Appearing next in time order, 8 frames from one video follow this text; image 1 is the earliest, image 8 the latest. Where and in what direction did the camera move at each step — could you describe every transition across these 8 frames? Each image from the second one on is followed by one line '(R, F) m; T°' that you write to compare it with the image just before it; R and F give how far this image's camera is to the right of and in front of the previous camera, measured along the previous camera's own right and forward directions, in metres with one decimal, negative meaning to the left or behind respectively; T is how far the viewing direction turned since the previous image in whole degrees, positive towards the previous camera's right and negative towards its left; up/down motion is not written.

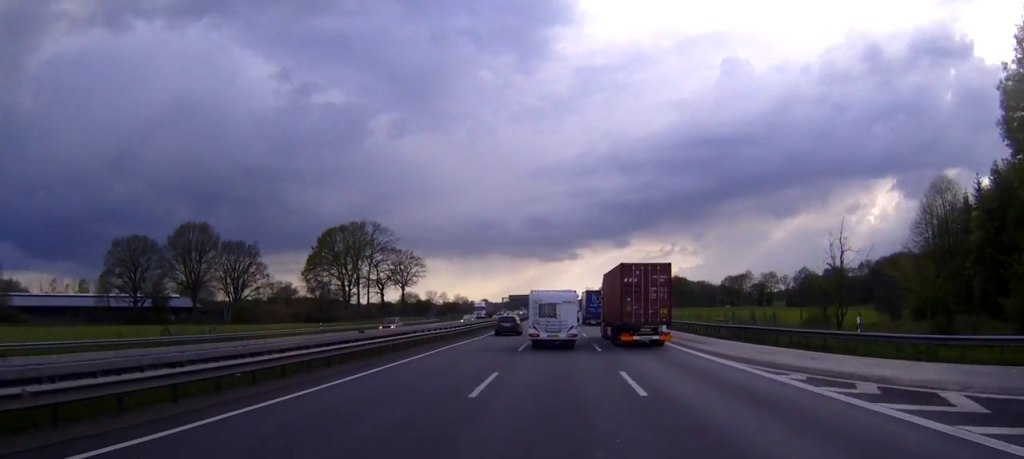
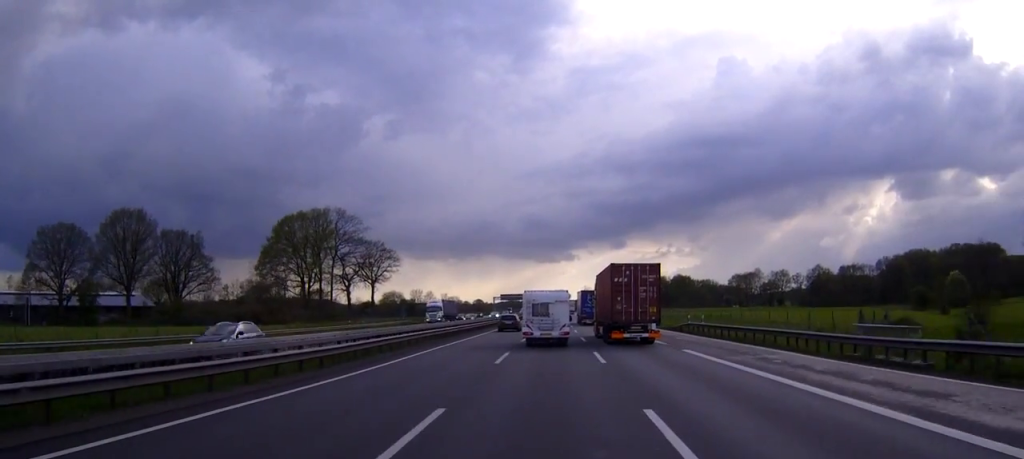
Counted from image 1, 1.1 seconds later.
(+0.1, +25.9) m; 0°
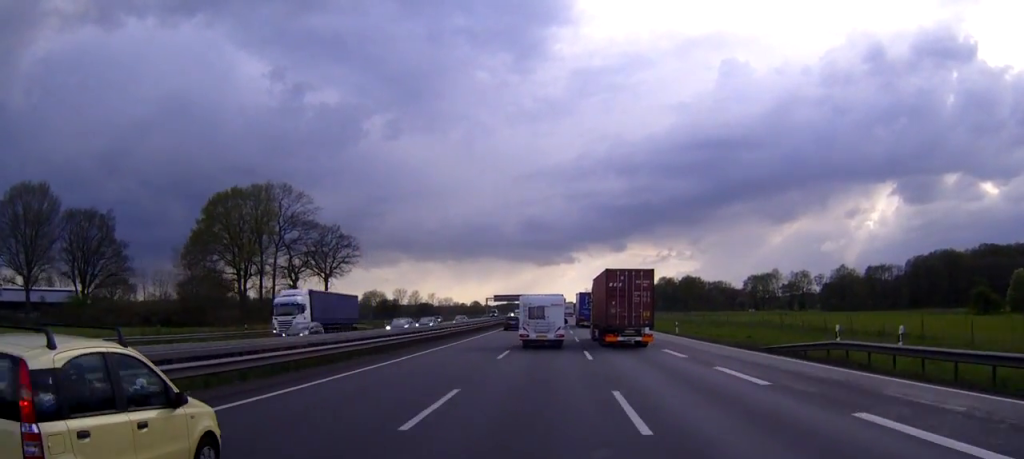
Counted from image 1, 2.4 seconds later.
(-0.1, +31.7) m; 0°
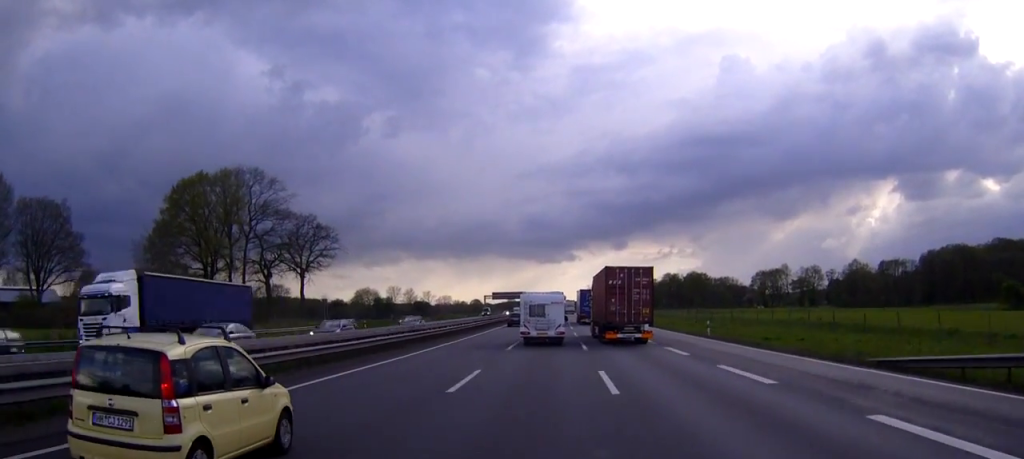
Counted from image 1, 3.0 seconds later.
(0.0, +12.8) m; 0°
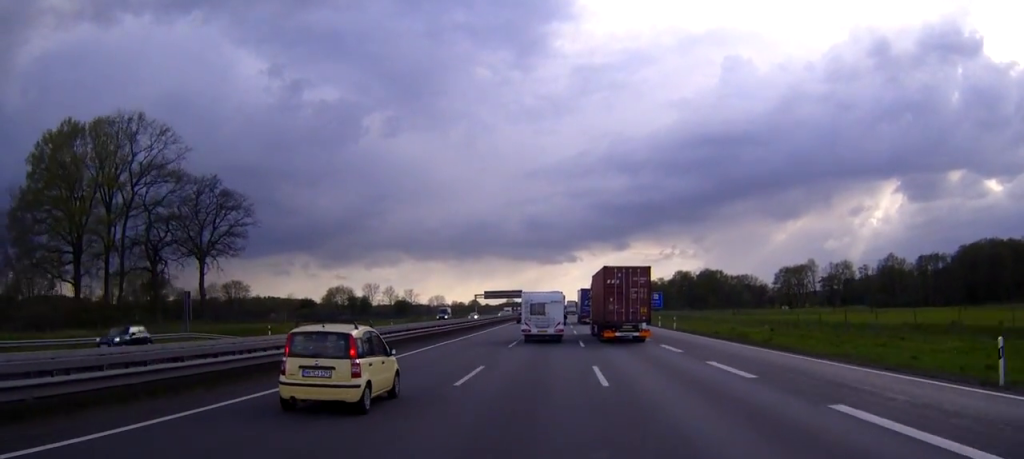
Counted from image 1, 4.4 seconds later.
(-0.1, +34.5) m; 0°
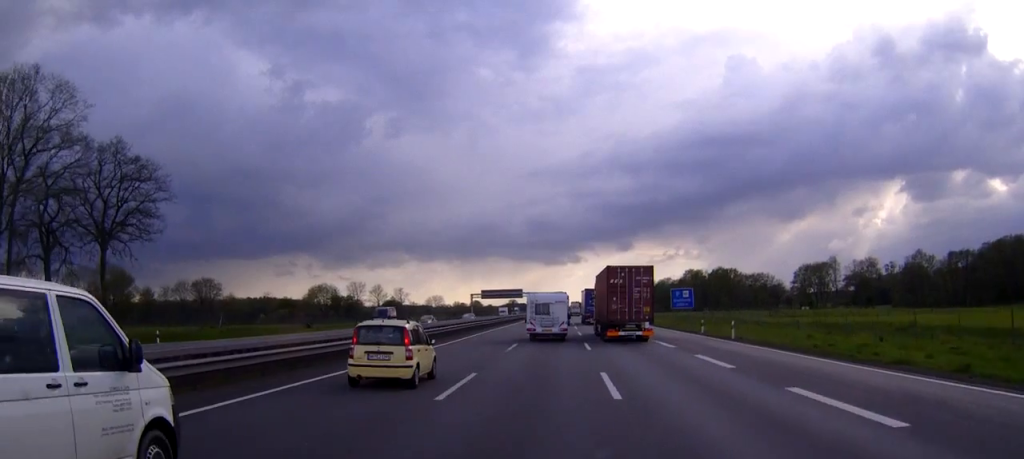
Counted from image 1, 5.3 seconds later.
(0.0, +20.9) m; 0°
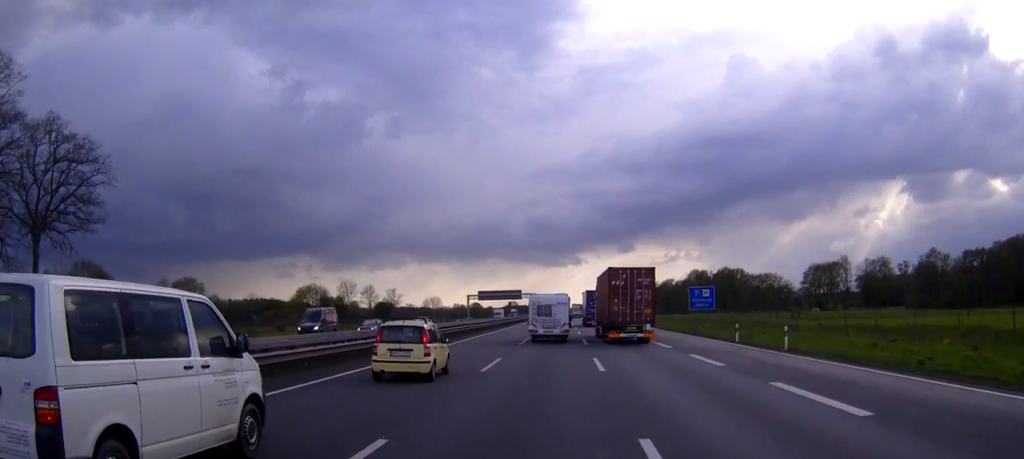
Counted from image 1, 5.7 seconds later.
(0.0, +10.4) m; 0°
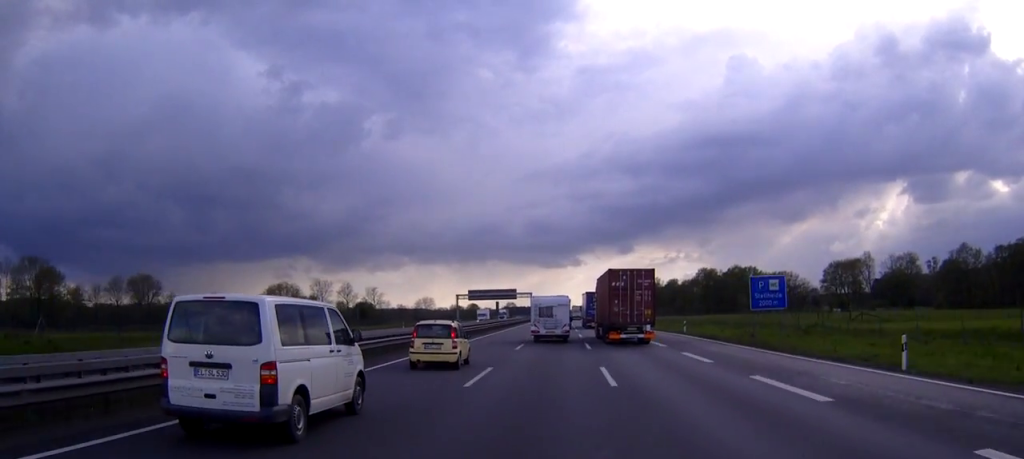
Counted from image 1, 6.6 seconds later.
(0.0, +21.8) m; 0°
